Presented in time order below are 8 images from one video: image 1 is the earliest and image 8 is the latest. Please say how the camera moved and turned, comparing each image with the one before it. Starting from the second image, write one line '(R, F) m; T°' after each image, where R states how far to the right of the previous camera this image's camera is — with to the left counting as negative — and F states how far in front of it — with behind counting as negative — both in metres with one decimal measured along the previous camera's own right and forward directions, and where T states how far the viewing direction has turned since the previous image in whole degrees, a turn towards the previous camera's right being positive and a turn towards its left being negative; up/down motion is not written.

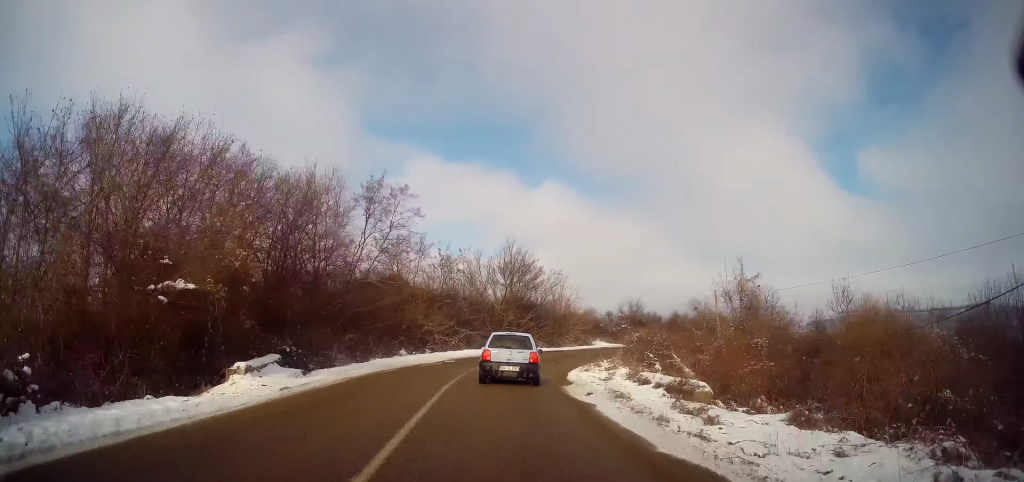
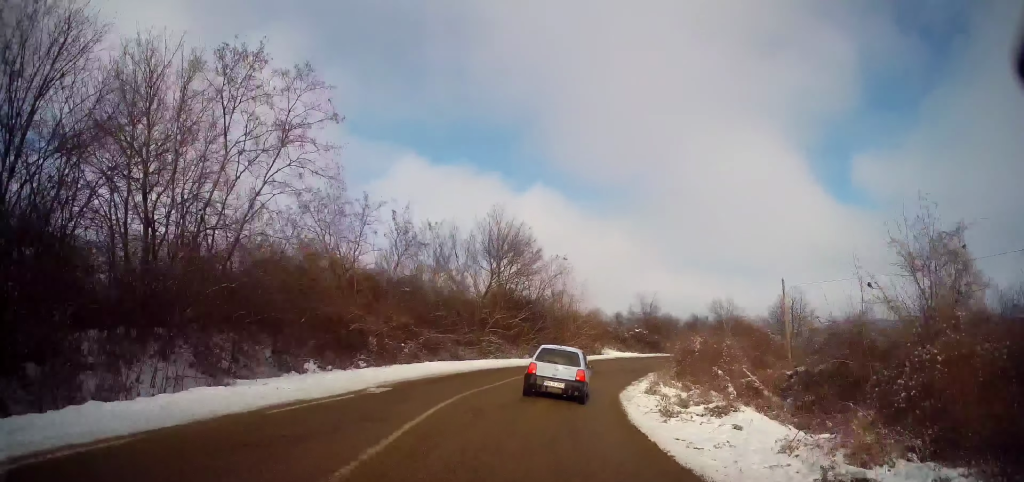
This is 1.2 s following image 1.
(-0.1, +14.6) m; -1°
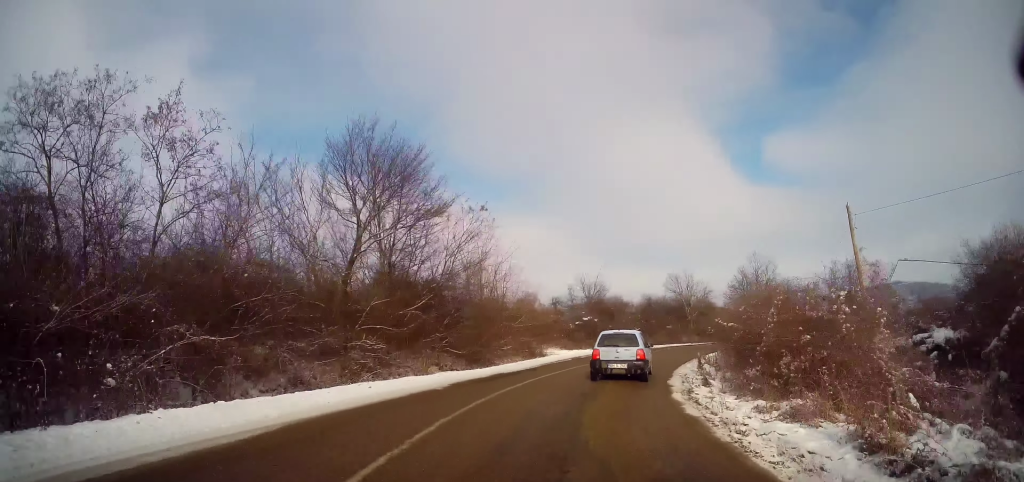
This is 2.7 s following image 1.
(+1.0, +15.2) m; +12°
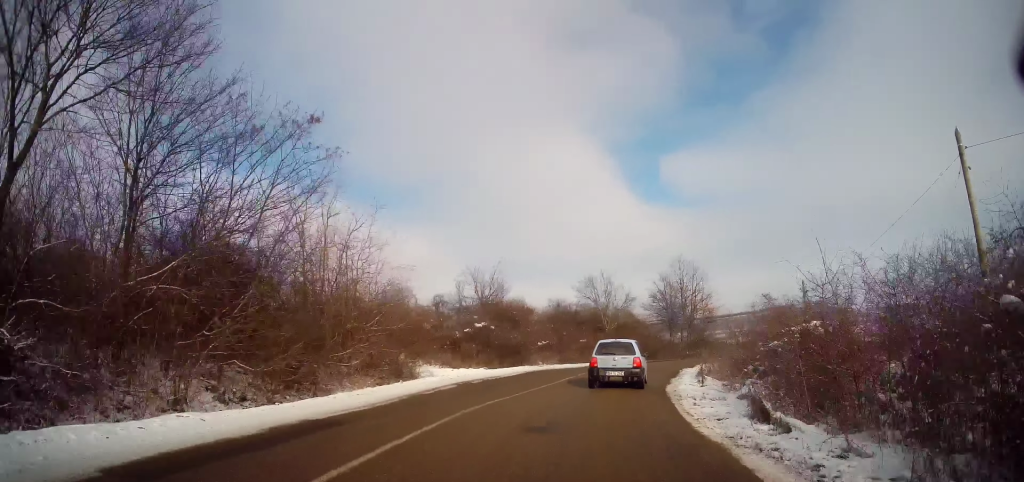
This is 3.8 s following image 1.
(+1.2, +10.8) m; +11°
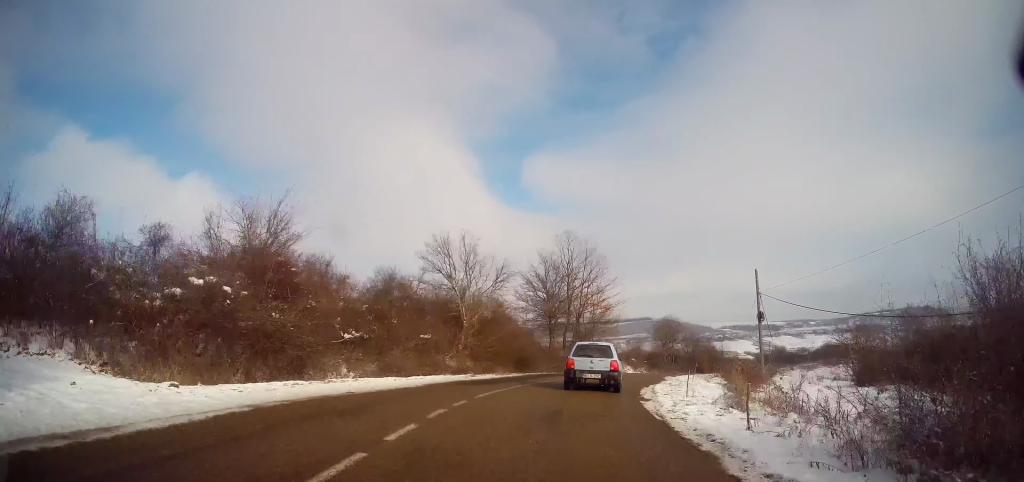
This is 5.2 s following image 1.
(+2.0, +14.9) m; +16°
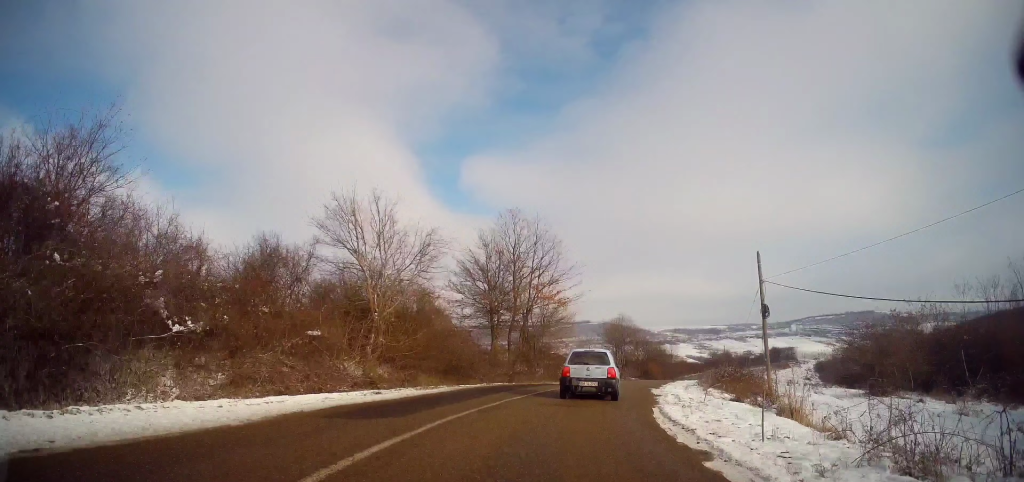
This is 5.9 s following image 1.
(+0.5, +7.4) m; +6°
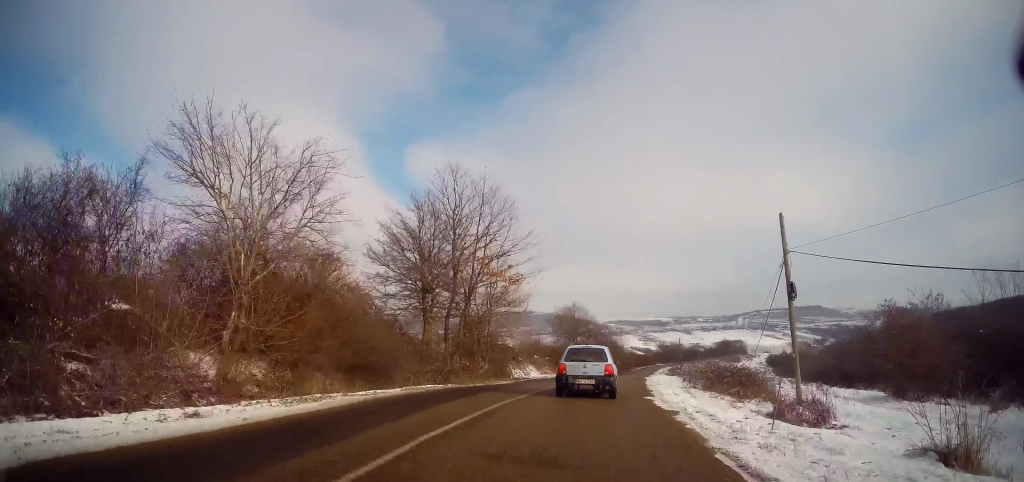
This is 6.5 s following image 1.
(+0.2, +6.8) m; +5°
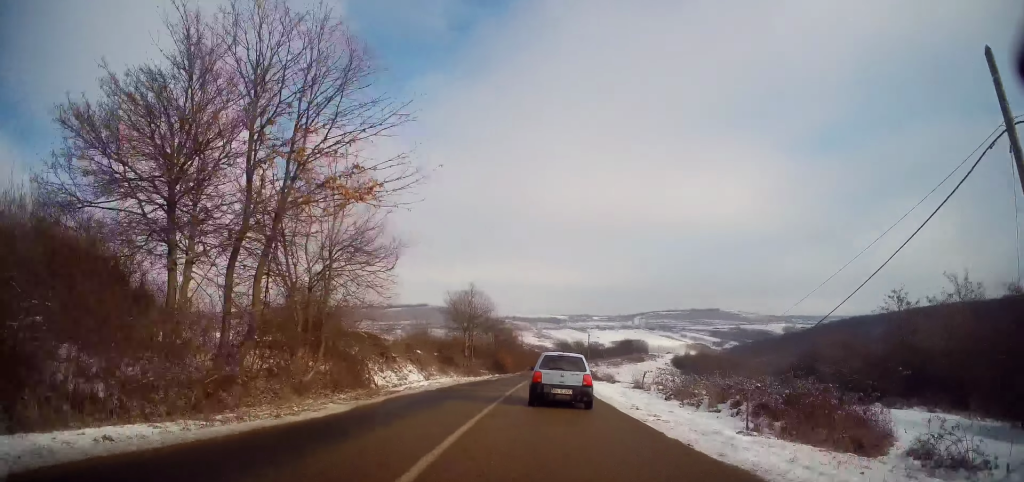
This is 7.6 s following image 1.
(+1.1, +13.5) m; +10°
